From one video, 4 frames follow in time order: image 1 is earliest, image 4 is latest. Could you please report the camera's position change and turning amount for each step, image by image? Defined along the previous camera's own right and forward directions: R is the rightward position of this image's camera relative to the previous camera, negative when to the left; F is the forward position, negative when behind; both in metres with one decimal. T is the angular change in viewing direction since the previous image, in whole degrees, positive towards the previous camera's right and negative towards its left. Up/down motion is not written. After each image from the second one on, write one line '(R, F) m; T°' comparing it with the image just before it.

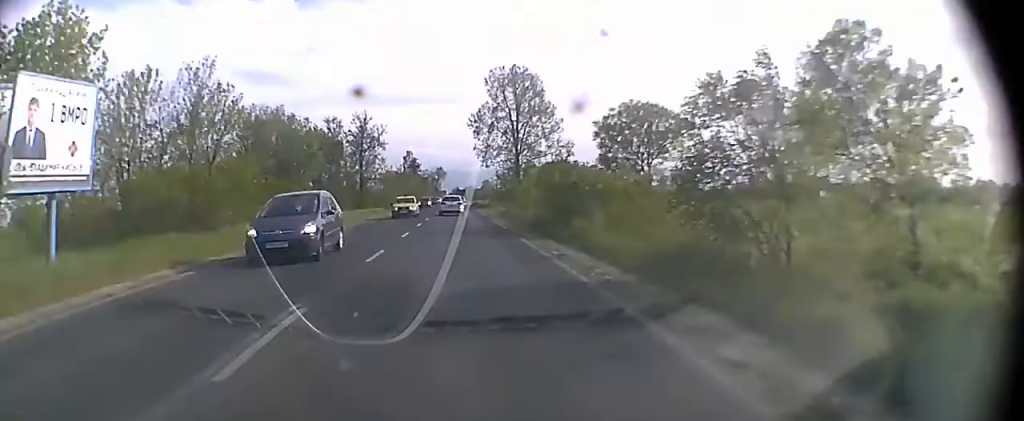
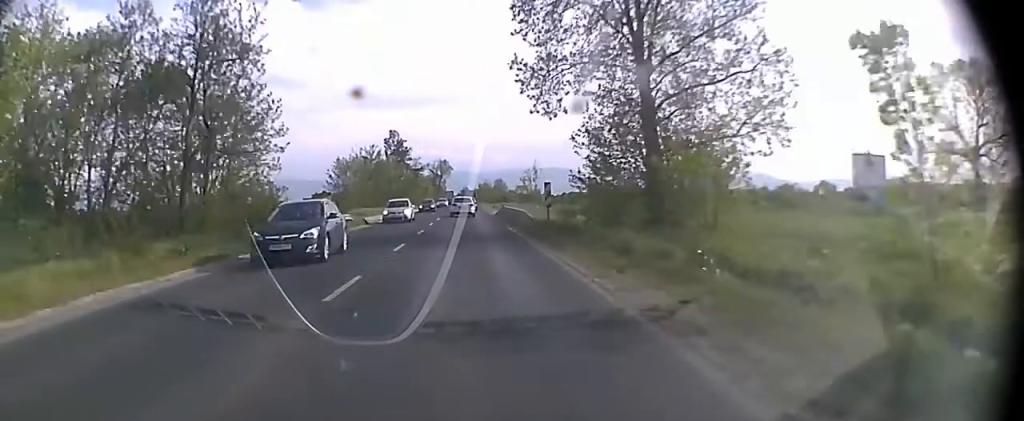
(-0.1, +56.7) m; 0°
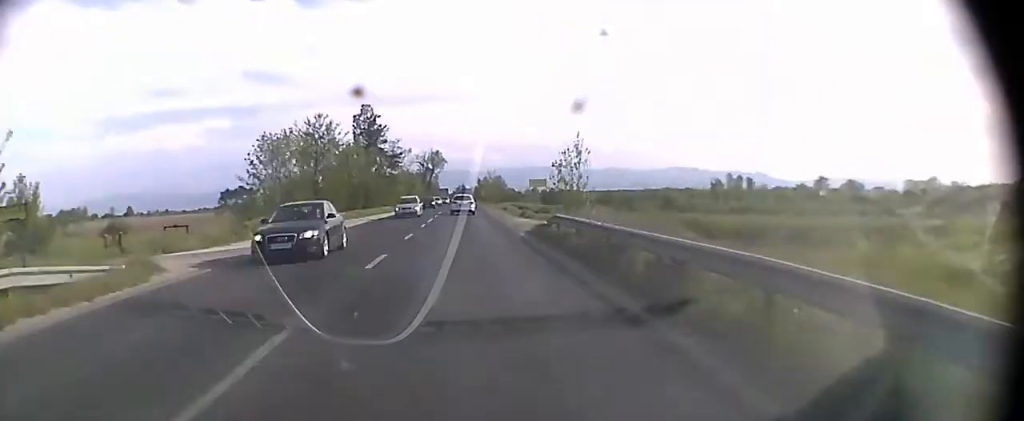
(-0.1, +31.0) m; 0°
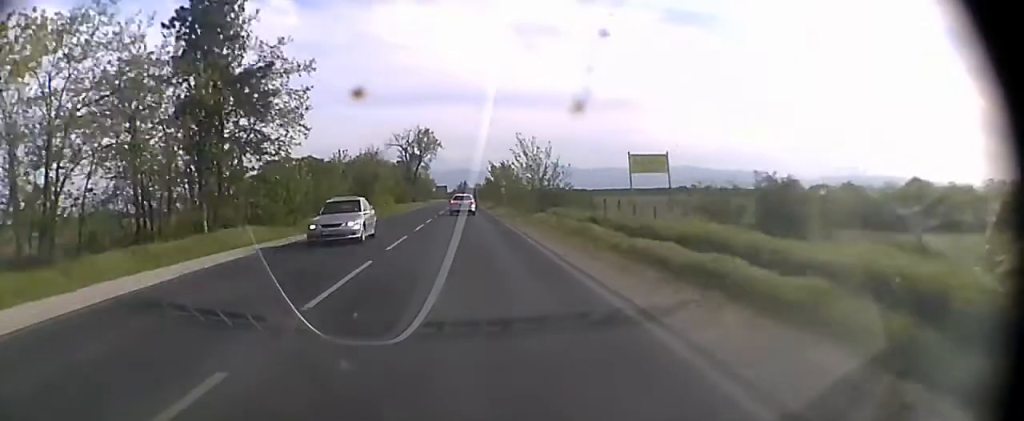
(0.0, +54.1) m; 0°
